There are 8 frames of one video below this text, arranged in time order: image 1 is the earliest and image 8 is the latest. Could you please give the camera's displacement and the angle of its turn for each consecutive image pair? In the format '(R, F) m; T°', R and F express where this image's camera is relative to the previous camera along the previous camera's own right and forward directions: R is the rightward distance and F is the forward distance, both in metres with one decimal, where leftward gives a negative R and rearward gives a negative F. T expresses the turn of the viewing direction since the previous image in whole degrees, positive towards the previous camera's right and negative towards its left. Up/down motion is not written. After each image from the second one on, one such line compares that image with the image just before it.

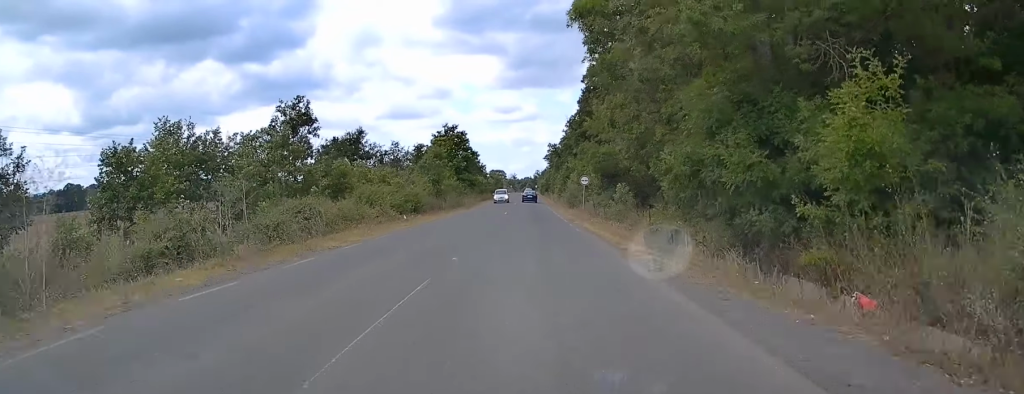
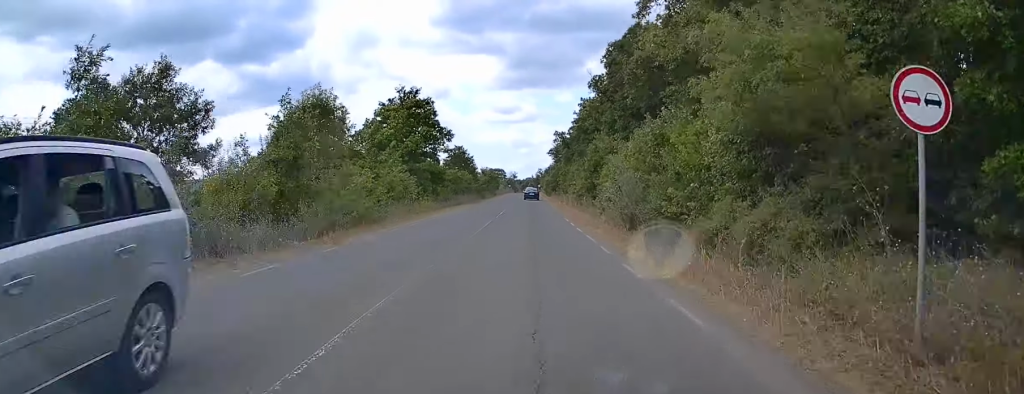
(+0.3, +38.1) m; 0°
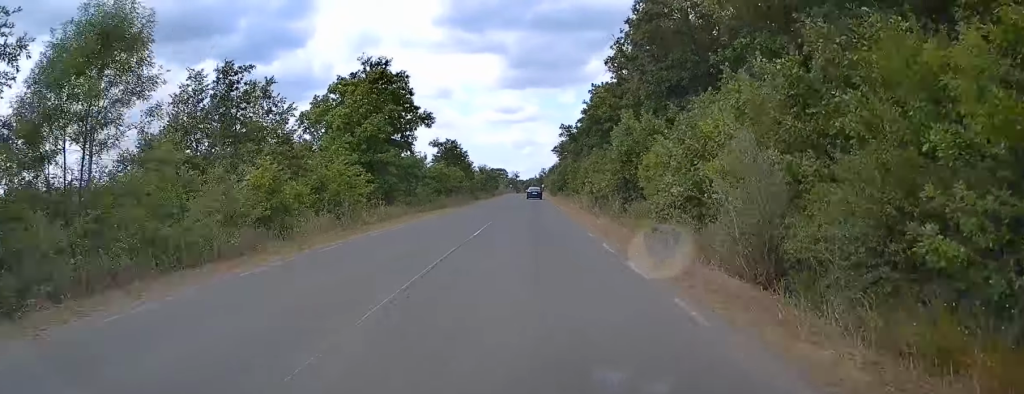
(0.0, +16.0) m; 0°
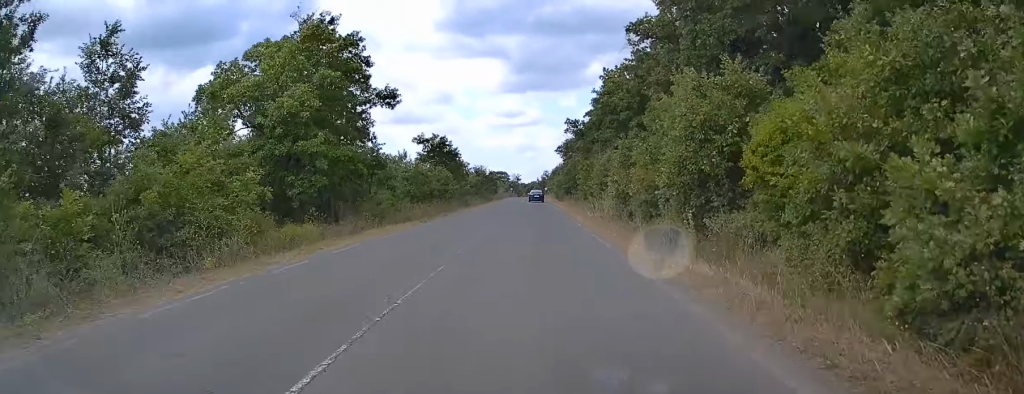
(0.0, +15.3) m; 0°
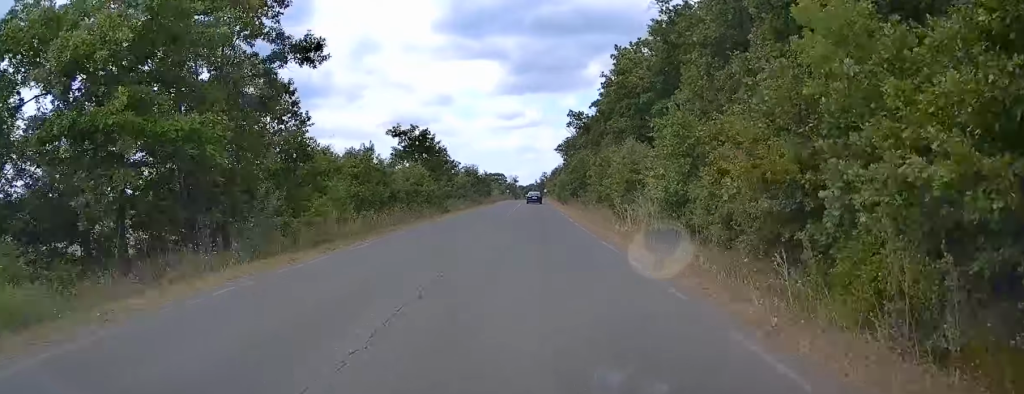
(0.0, +14.6) m; 0°
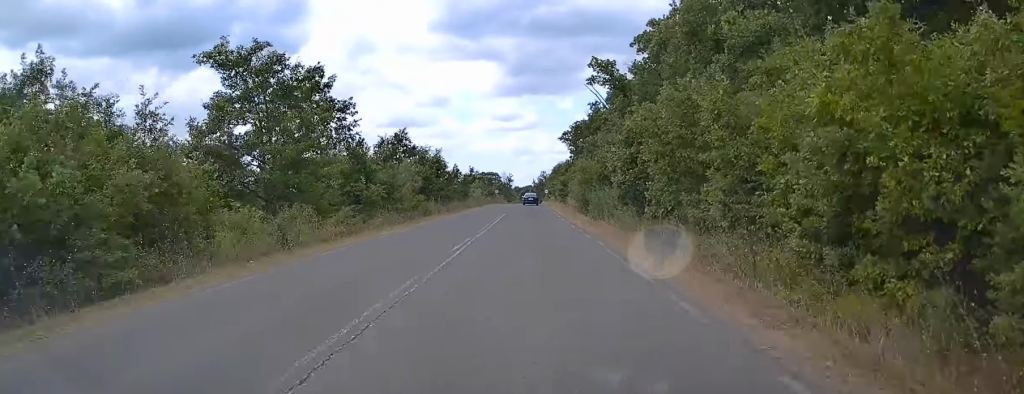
(+0.1, +41.9) m; 0°
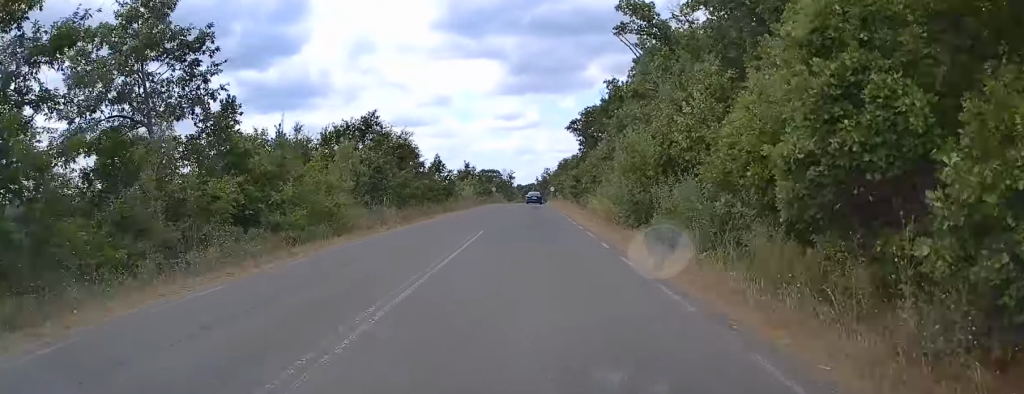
(0.0, +19.5) m; 0°
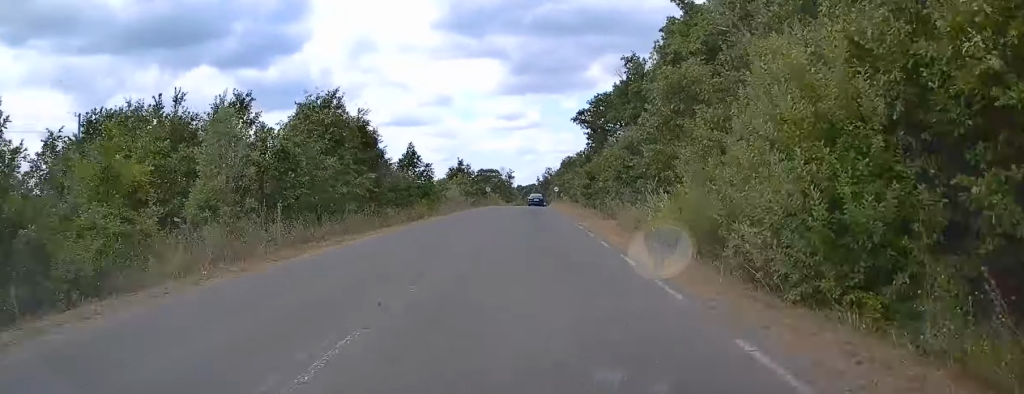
(0.0, +15.6) m; 0°
